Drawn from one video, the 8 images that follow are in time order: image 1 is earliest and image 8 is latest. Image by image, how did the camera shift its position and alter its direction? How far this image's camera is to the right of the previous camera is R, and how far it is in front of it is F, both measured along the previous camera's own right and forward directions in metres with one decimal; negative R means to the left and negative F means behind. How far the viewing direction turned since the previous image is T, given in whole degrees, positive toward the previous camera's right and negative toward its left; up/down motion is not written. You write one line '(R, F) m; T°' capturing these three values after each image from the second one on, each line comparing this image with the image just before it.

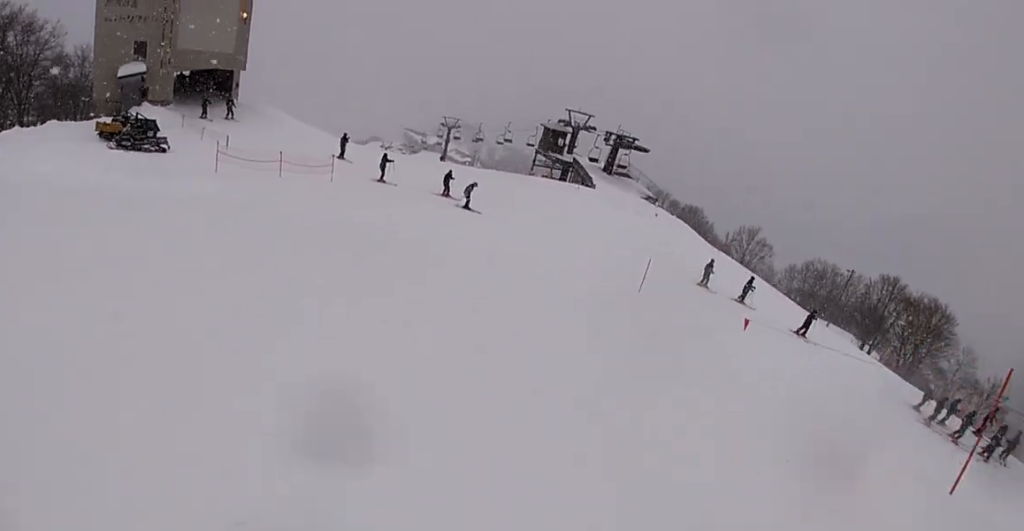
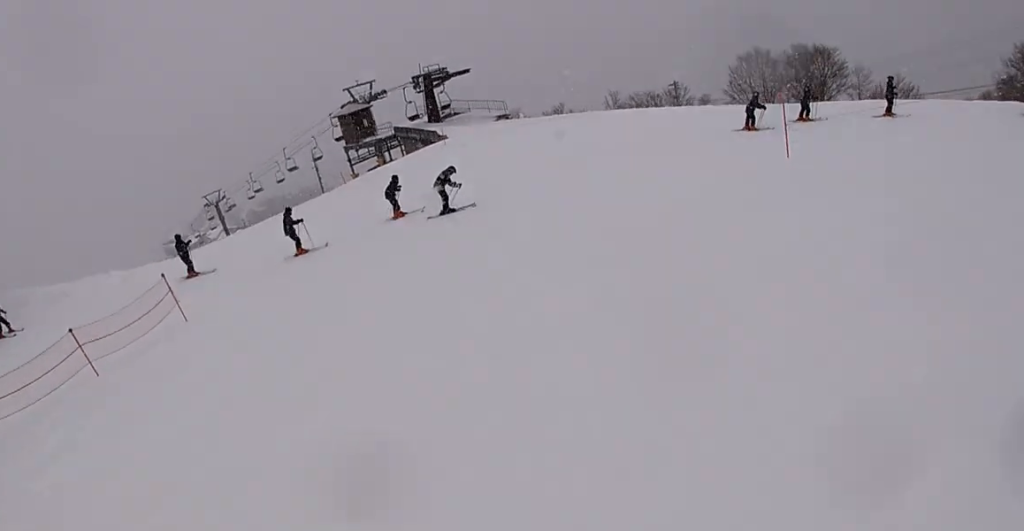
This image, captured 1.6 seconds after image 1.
(0.0, +12.1) m; +7°
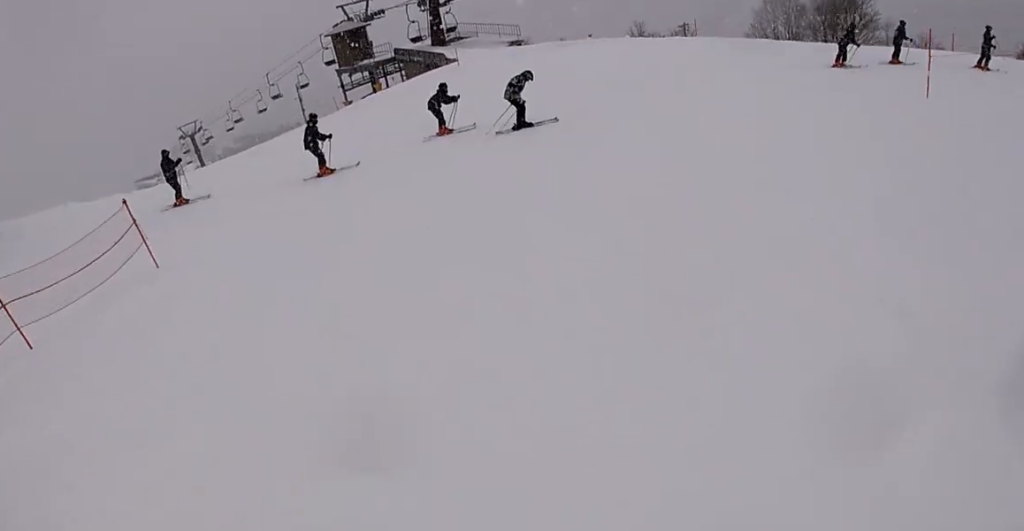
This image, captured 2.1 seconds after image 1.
(+0.5, +3.2) m; +1°
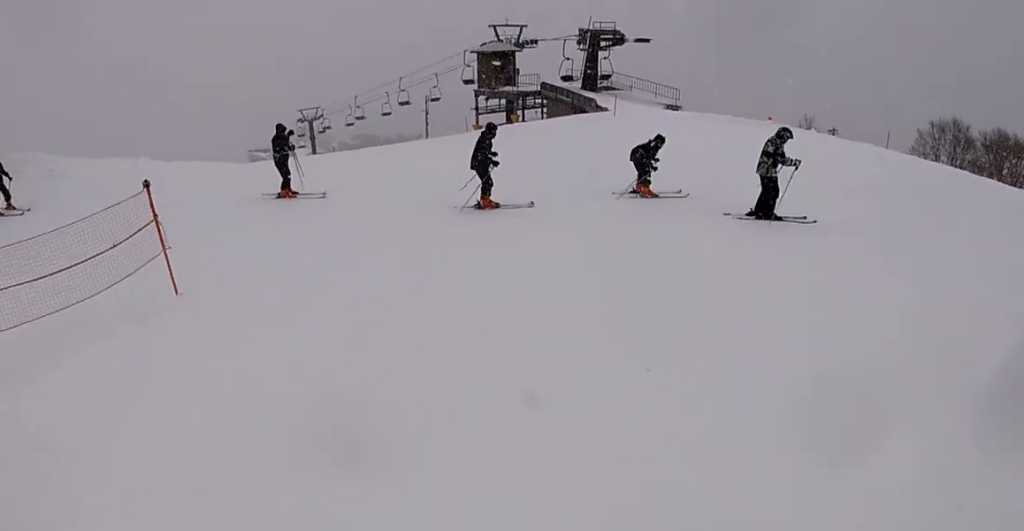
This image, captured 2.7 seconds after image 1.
(0.0, +3.8) m; 0°
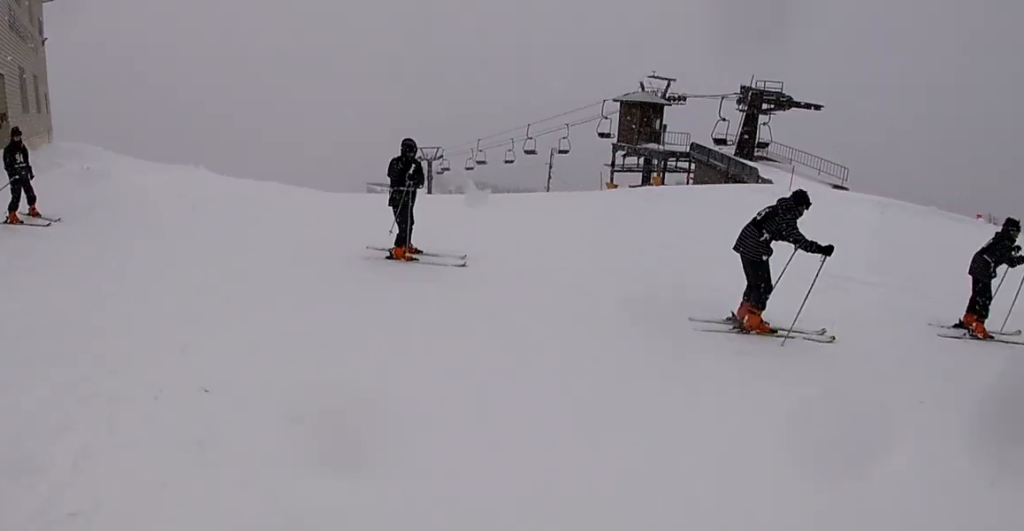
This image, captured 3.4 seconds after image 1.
(-0.6, +4.3) m; +1°
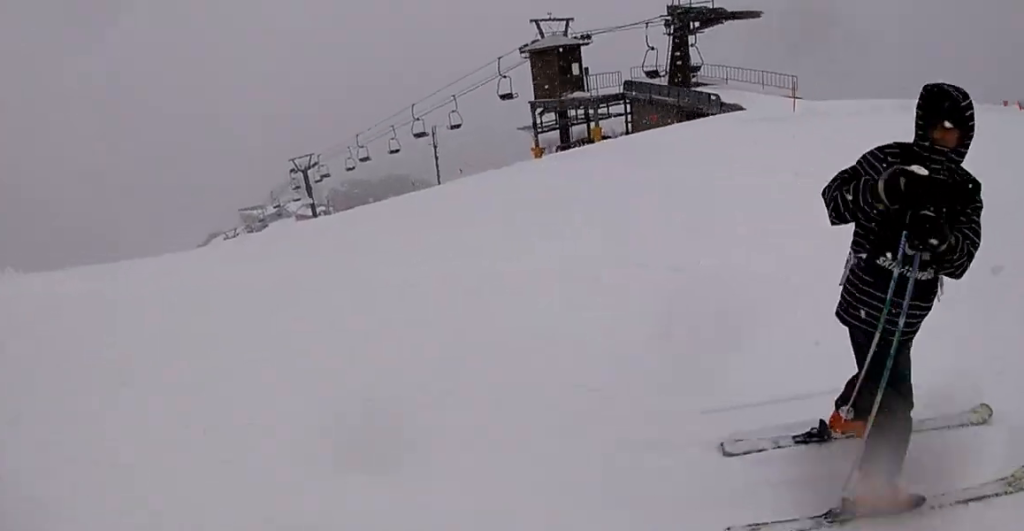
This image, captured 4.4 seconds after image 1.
(+0.9, +5.2) m; +36°
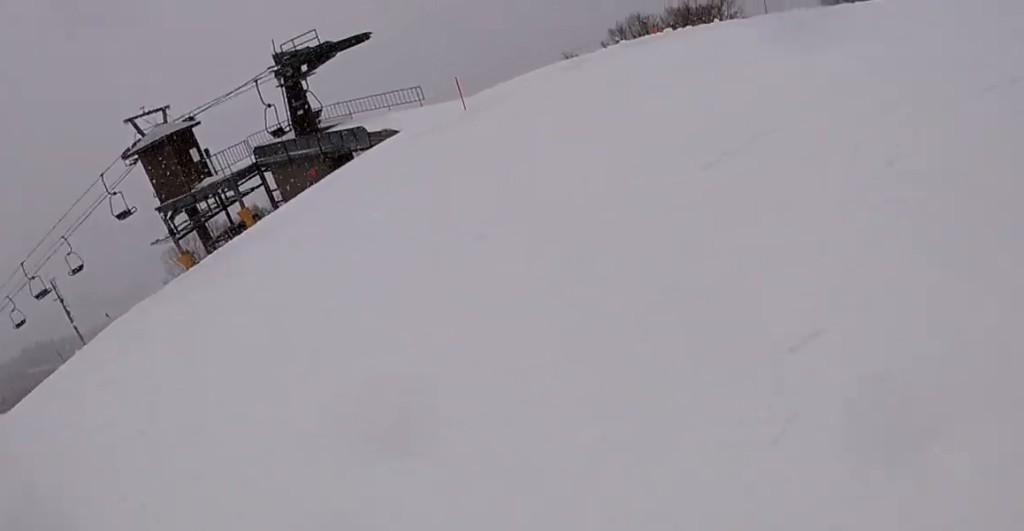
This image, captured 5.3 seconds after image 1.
(+2.1, +3.1) m; +37°
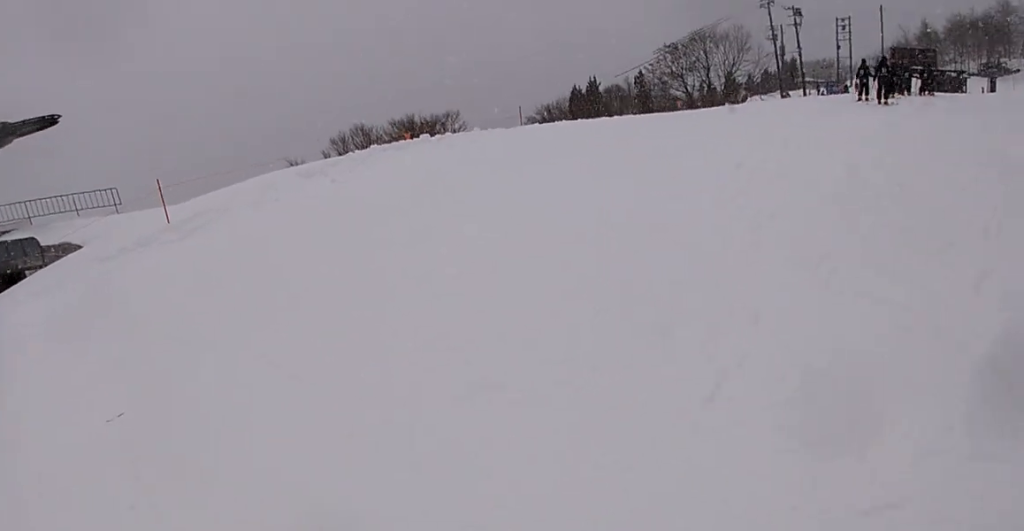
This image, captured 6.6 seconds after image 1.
(+0.3, +3.9) m; -2°
